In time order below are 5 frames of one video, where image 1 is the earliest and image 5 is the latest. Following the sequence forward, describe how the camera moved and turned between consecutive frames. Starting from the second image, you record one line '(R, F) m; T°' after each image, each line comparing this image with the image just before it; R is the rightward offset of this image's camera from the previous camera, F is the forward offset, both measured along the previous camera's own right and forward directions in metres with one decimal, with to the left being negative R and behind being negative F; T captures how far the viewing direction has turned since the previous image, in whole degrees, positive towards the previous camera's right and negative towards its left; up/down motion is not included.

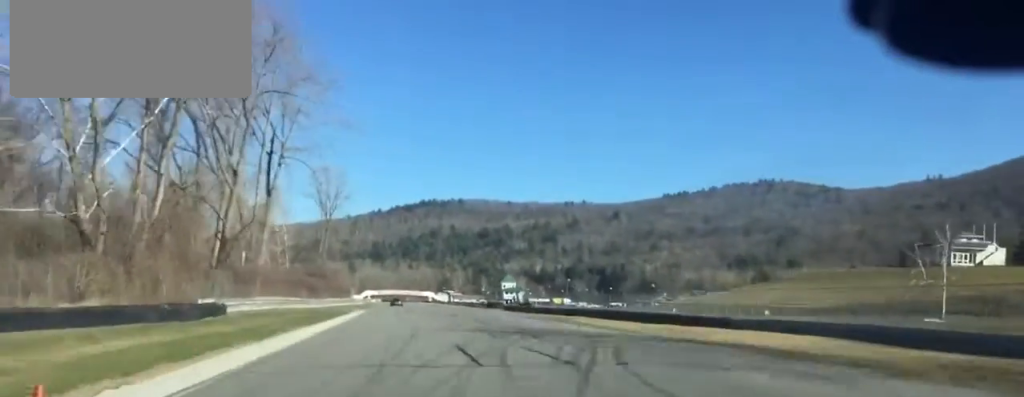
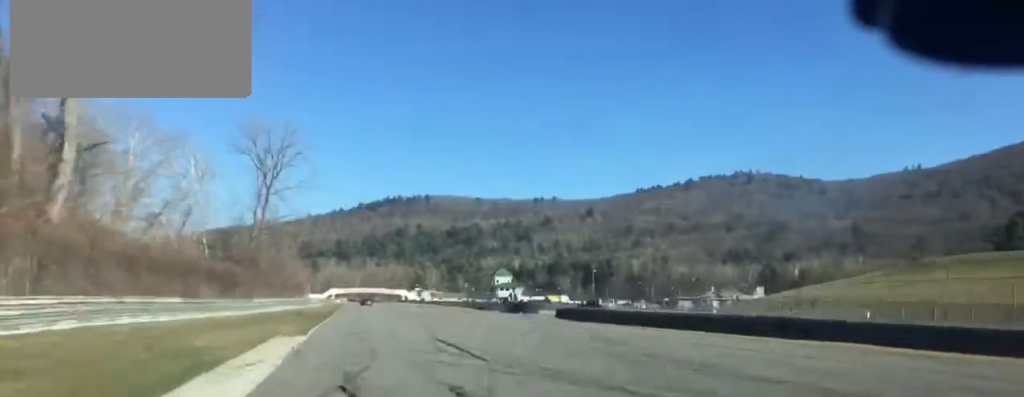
(-1.8, +58.9) m; -2°
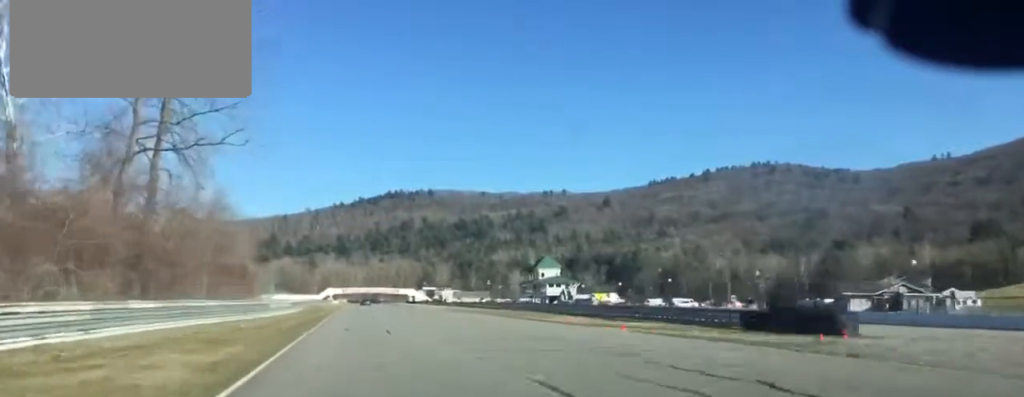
(0.0, +69.2) m; 0°
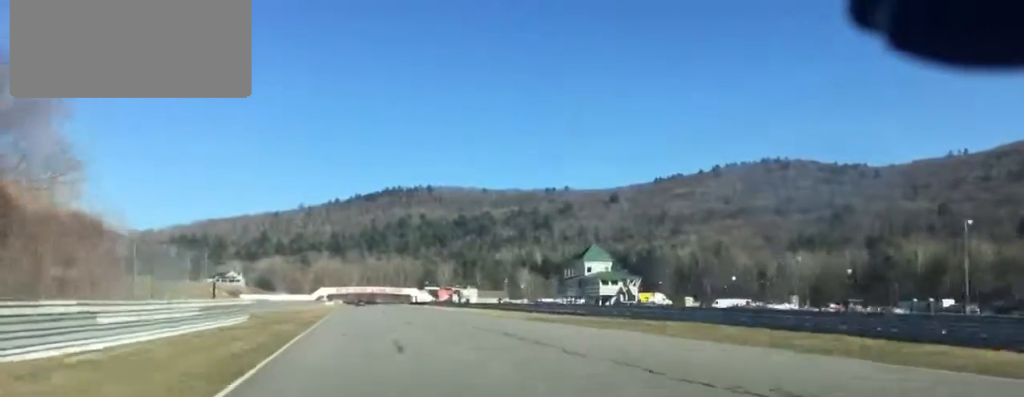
(-0.1, +46.4) m; 0°
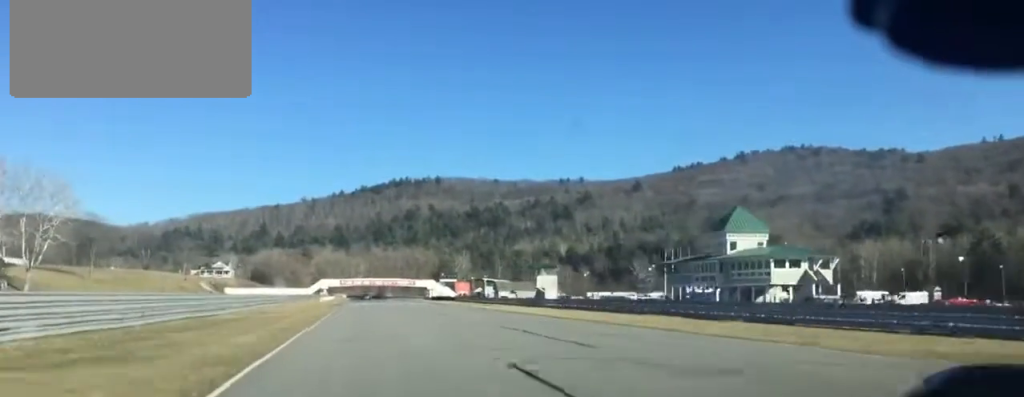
(0.0, +61.6) m; 0°
